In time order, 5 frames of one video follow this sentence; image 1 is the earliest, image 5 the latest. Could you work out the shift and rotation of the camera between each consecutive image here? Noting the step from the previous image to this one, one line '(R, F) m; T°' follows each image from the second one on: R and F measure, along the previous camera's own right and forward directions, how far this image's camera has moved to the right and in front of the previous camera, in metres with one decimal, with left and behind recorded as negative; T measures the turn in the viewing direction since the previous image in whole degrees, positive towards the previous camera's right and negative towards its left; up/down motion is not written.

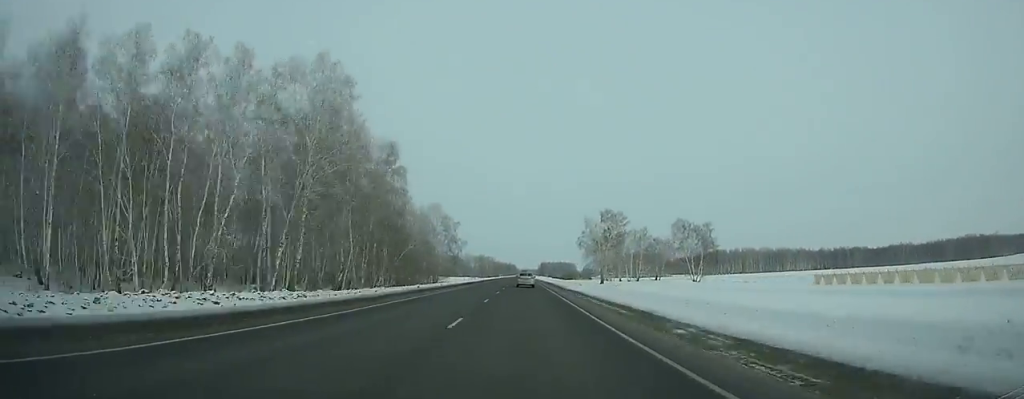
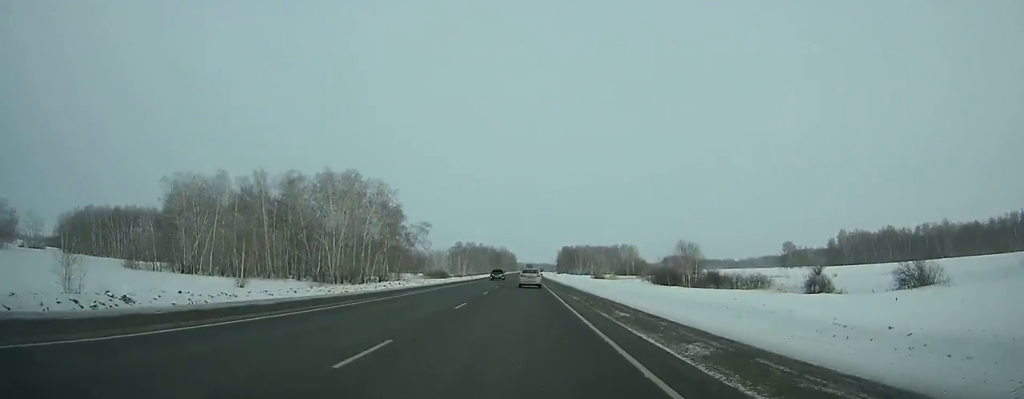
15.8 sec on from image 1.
(-1.5, +427.8) m; -1°
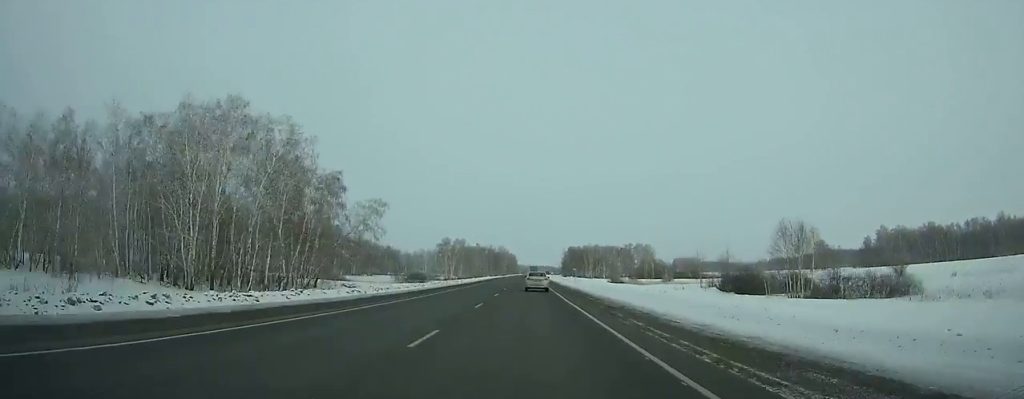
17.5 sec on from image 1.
(0.0, +44.7) m; 0°
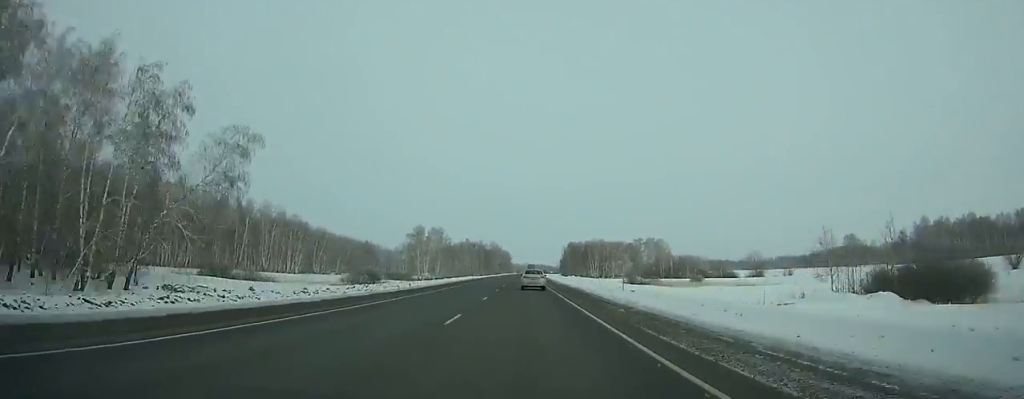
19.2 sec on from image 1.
(0.0, +44.5) m; 0°
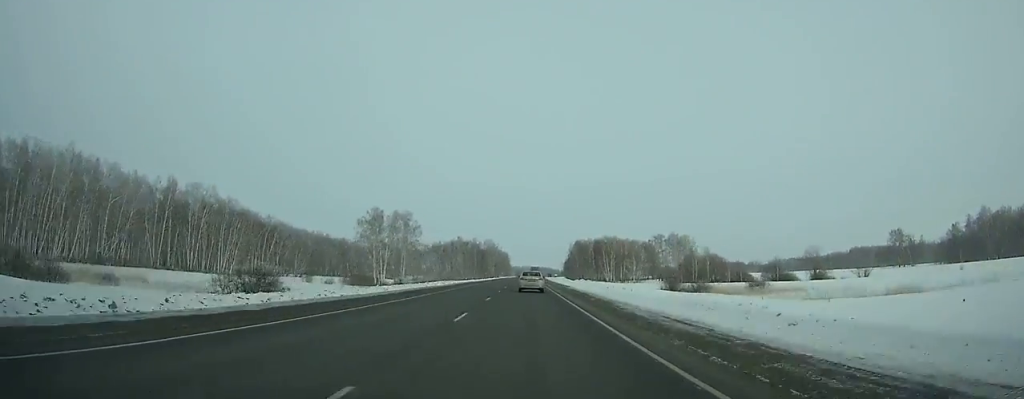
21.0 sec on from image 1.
(+0.2, +46.4) m; 0°
